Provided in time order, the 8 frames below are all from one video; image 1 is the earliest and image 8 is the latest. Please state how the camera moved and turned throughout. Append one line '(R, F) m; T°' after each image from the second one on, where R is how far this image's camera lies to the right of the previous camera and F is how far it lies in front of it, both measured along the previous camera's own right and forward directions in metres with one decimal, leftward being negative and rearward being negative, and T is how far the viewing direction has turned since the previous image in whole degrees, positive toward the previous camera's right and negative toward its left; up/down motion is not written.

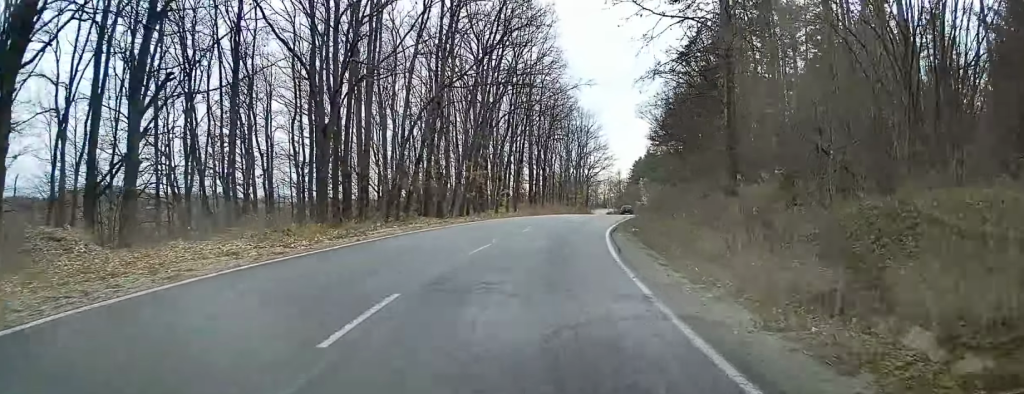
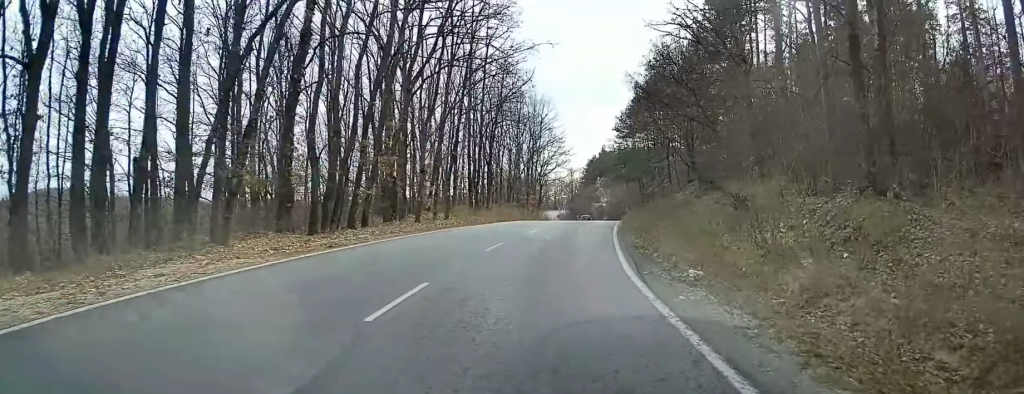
(+0.5, +16.3) m; +4°
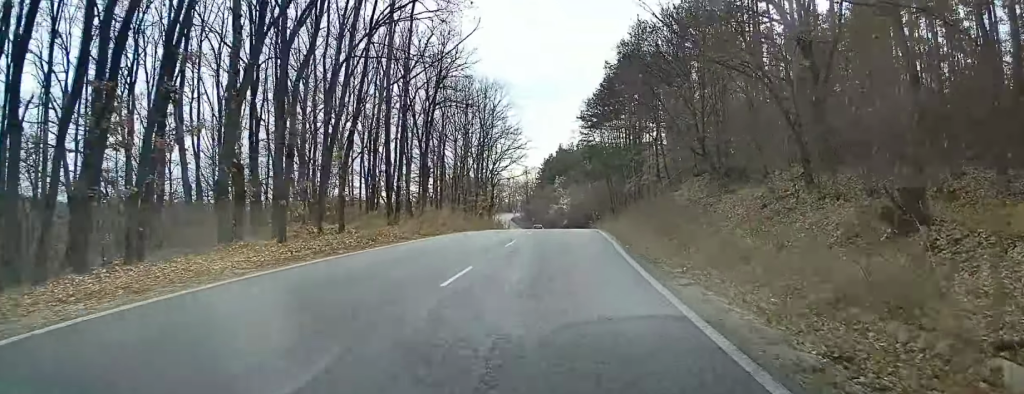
(+0.5, +14.1) m; +4°
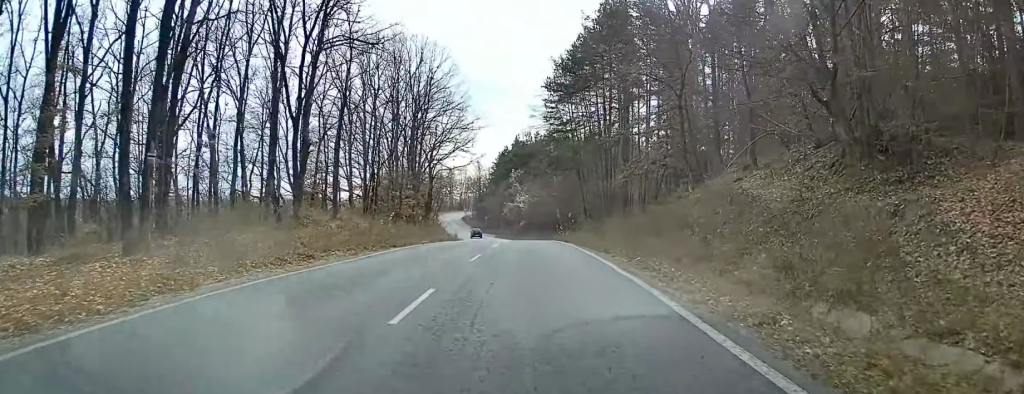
(+0.7, +19.7) m; +4°
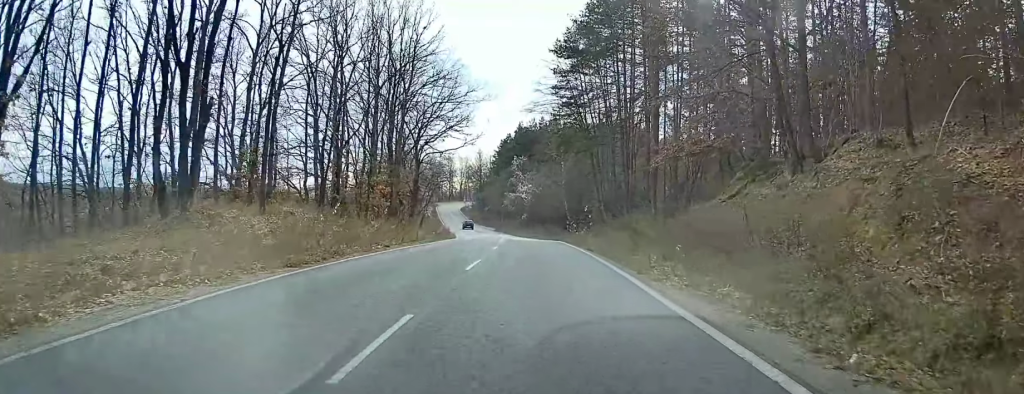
(+0.3, +11.3) m; +1°
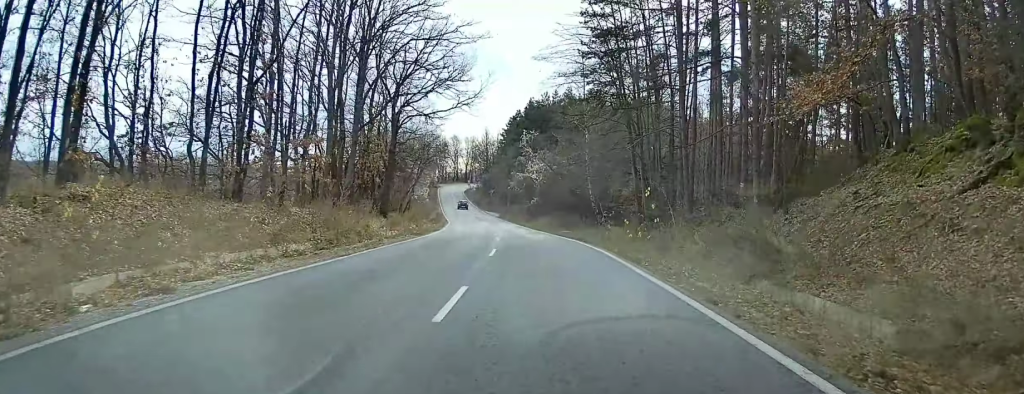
(+0.1, +15.9) m; 0°
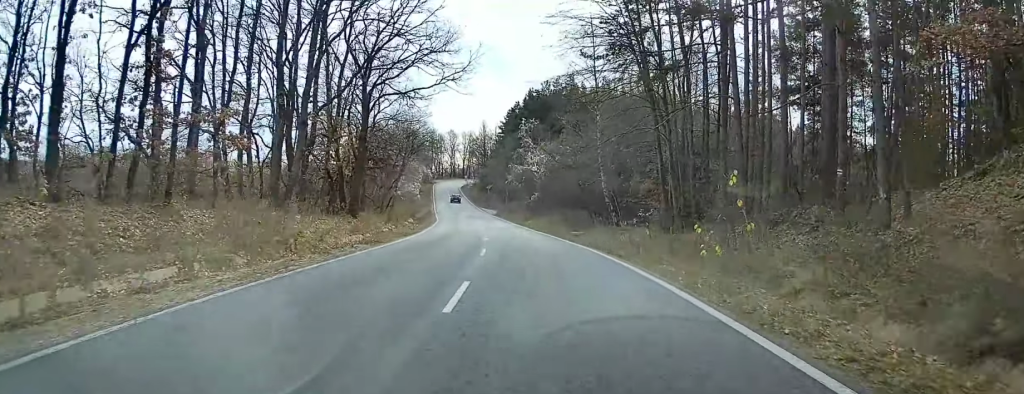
(0.0, +8.5) m; 0°
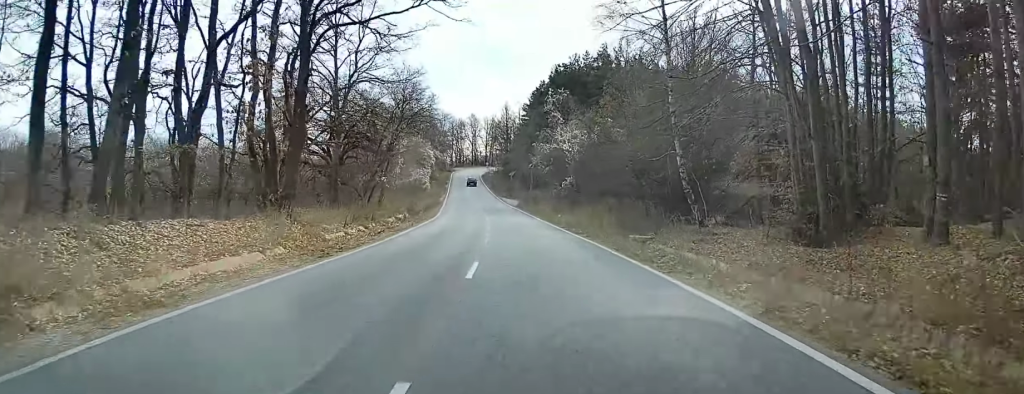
(0.0, +14.6) m; -2°
